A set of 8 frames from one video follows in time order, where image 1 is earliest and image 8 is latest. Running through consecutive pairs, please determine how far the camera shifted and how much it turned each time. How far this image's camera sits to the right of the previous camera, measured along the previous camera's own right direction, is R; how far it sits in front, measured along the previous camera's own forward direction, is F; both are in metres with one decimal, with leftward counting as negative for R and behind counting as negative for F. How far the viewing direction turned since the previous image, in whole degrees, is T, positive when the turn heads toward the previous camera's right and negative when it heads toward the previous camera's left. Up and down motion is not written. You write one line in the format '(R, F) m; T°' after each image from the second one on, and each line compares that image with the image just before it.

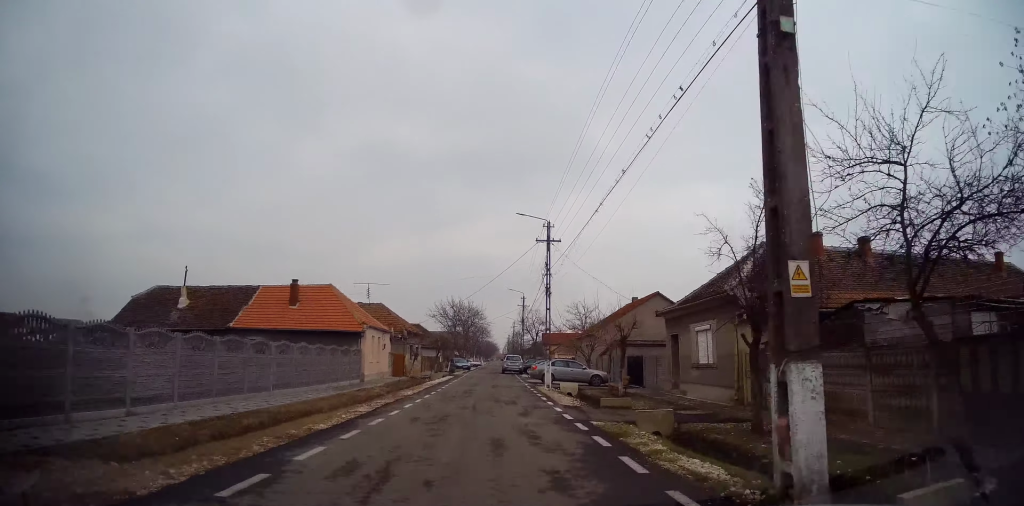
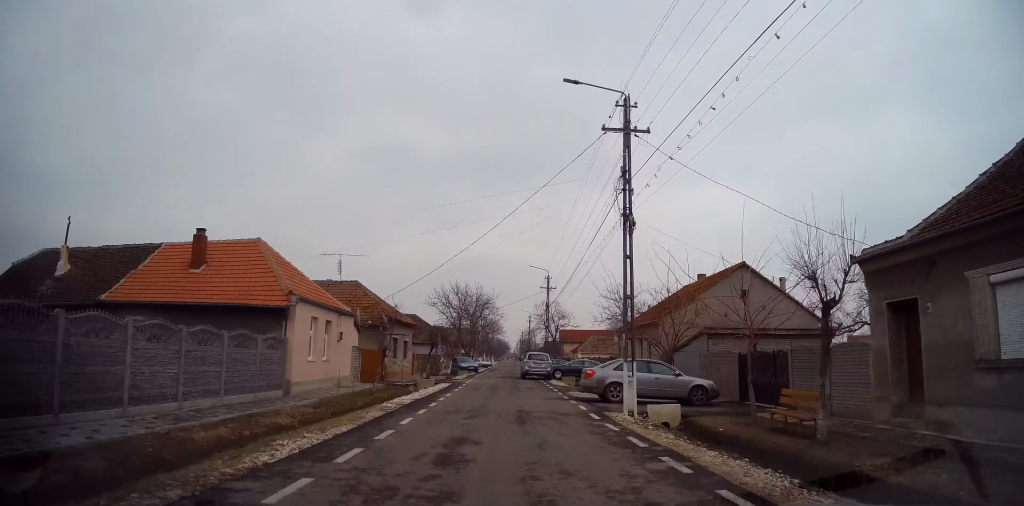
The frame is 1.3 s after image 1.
(-0.3, +13.1) m; -2°
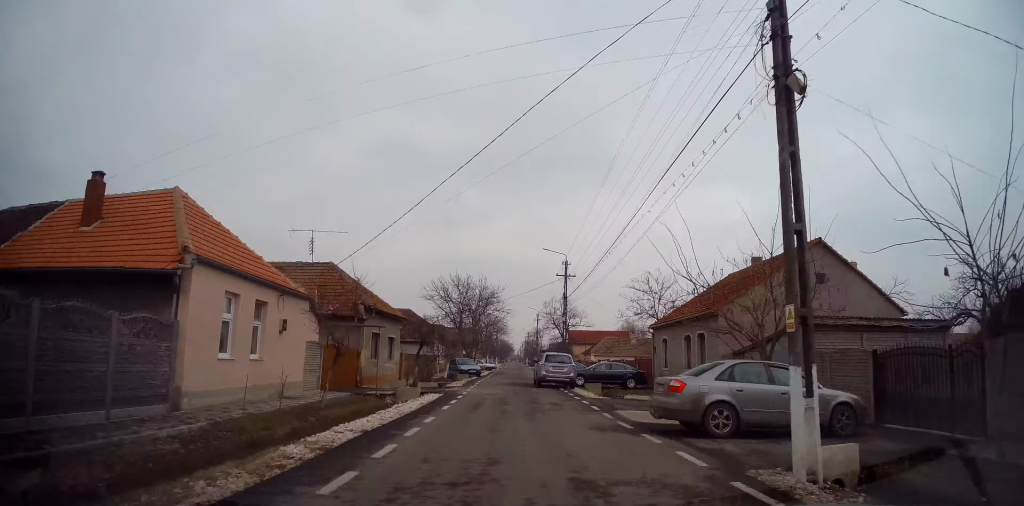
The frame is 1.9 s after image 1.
(0.0, +7.1) m; 0°
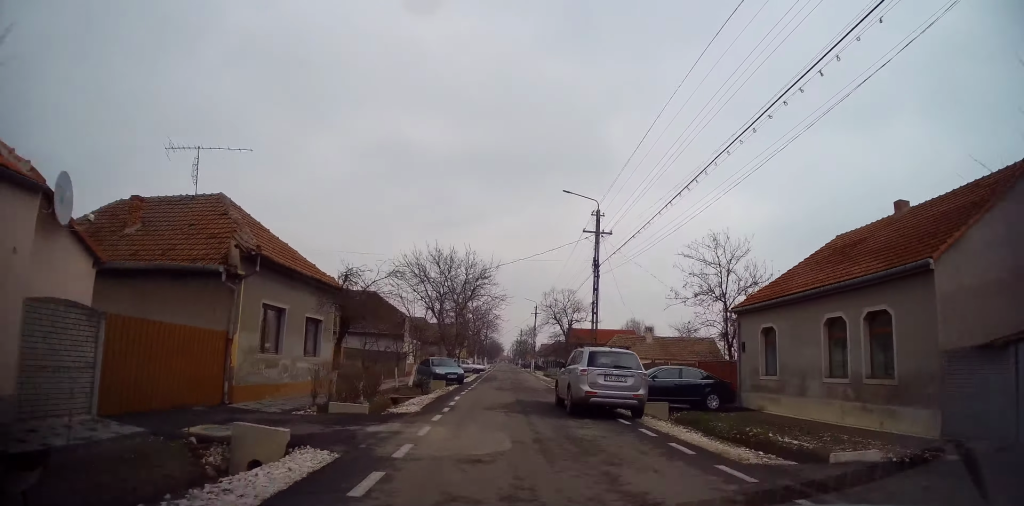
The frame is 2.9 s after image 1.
(+0.1, +12.1) m; +2°
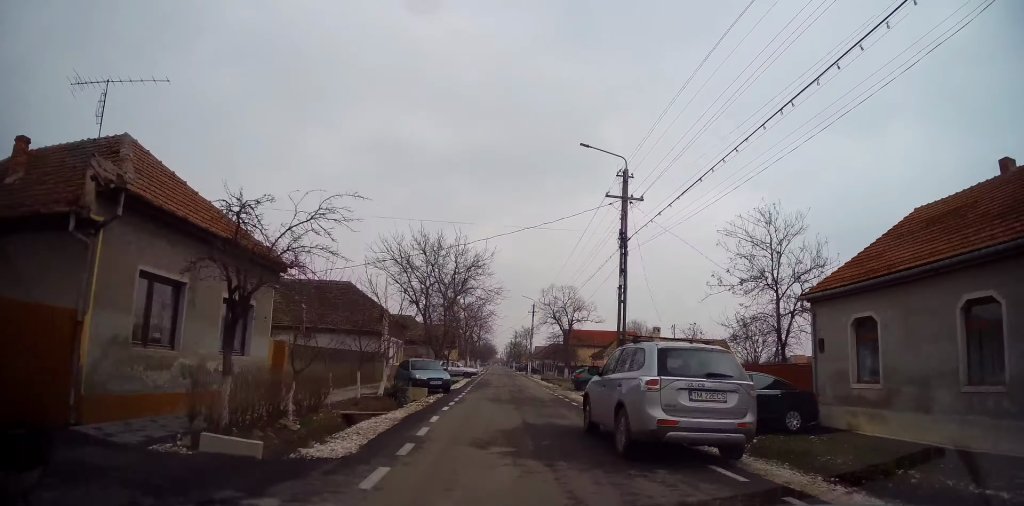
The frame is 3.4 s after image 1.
(-0.1, +5.5) m; +1°
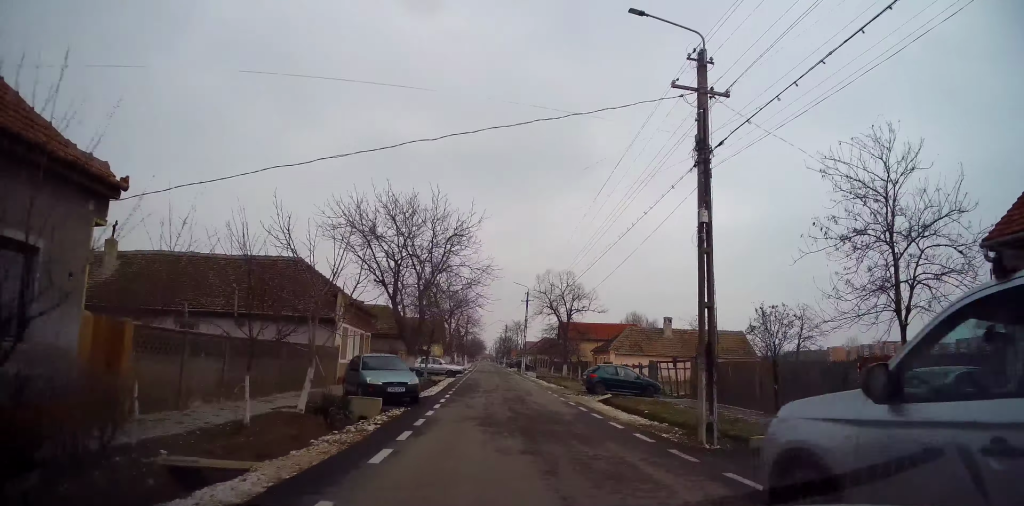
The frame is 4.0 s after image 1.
(+0.3, +7.4) m; +1°
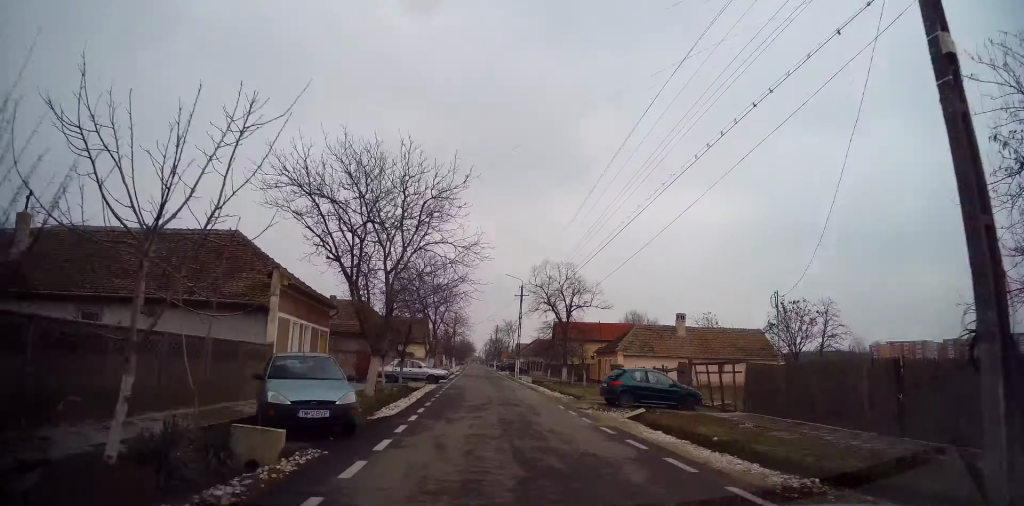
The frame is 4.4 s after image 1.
(+0.1, +6.1) m; +1°
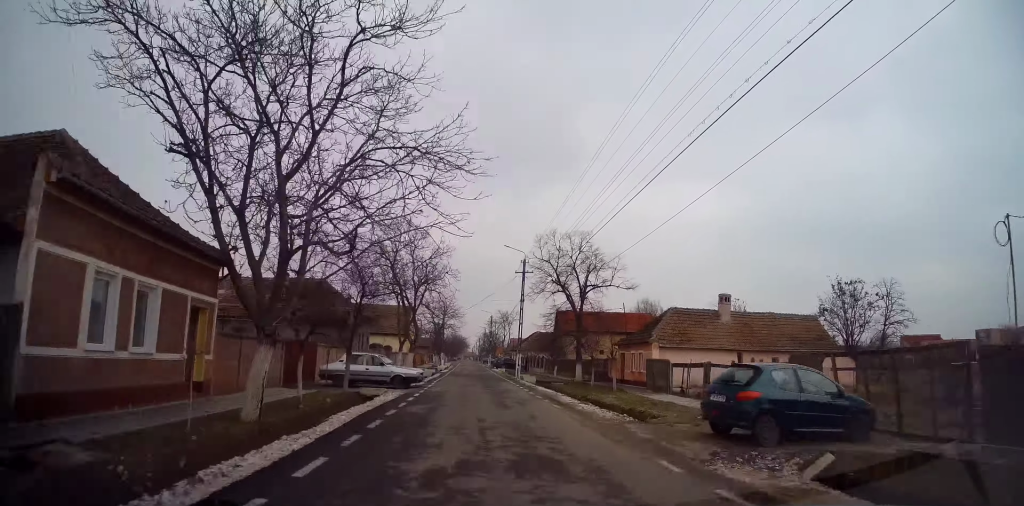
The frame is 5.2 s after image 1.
(0.0, +9.8) m; 0°
